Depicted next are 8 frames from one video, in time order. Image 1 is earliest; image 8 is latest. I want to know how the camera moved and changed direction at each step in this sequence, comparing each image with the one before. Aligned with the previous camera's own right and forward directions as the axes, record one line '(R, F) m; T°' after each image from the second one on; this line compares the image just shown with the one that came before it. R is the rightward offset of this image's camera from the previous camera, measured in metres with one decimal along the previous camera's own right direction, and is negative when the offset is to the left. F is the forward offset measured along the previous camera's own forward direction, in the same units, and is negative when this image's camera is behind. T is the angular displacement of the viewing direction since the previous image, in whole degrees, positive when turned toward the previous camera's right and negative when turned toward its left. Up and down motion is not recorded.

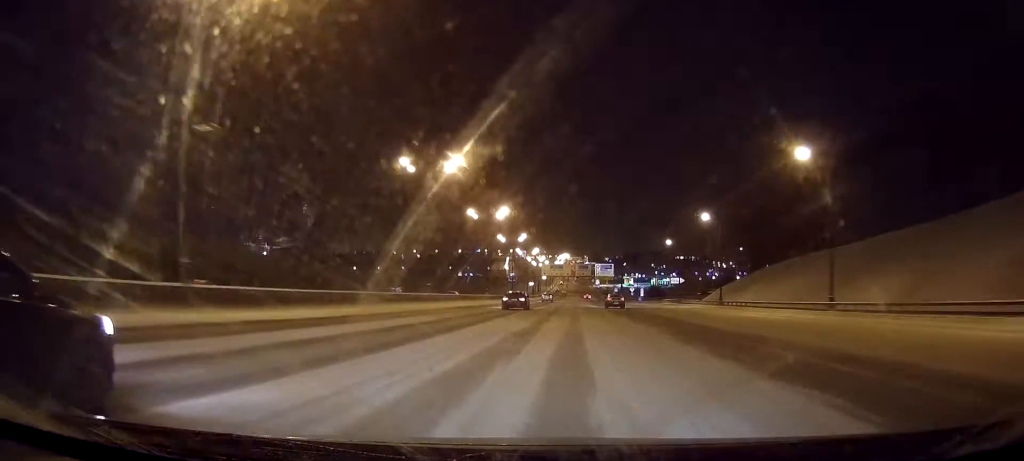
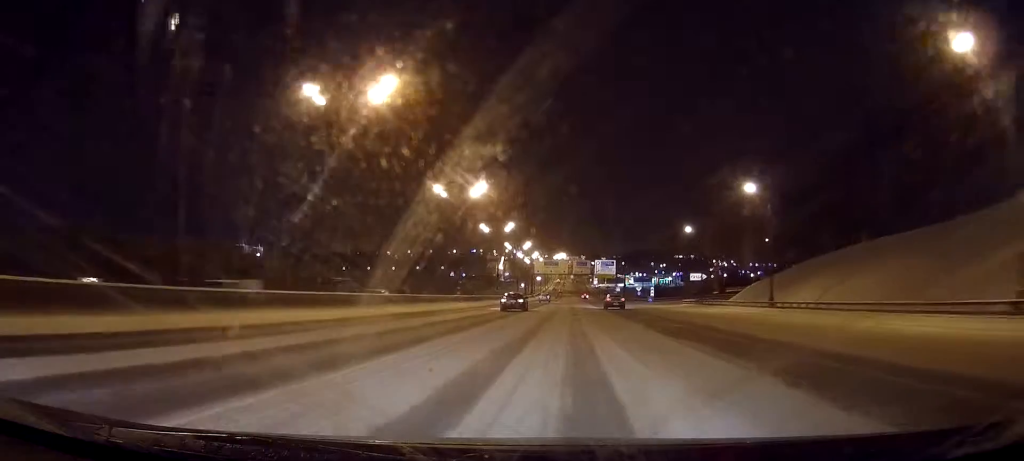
(-0.1, +22.8) m; 0°
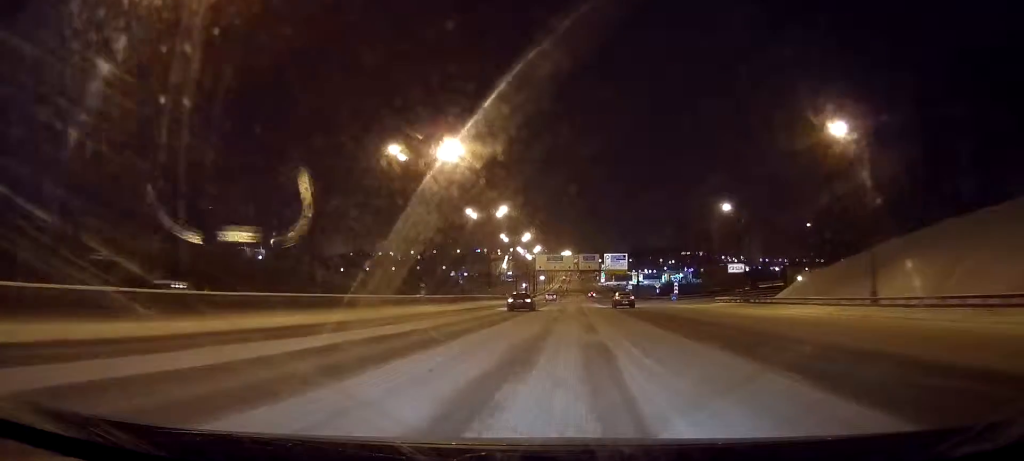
(+0.1, +21.3) m; 0°
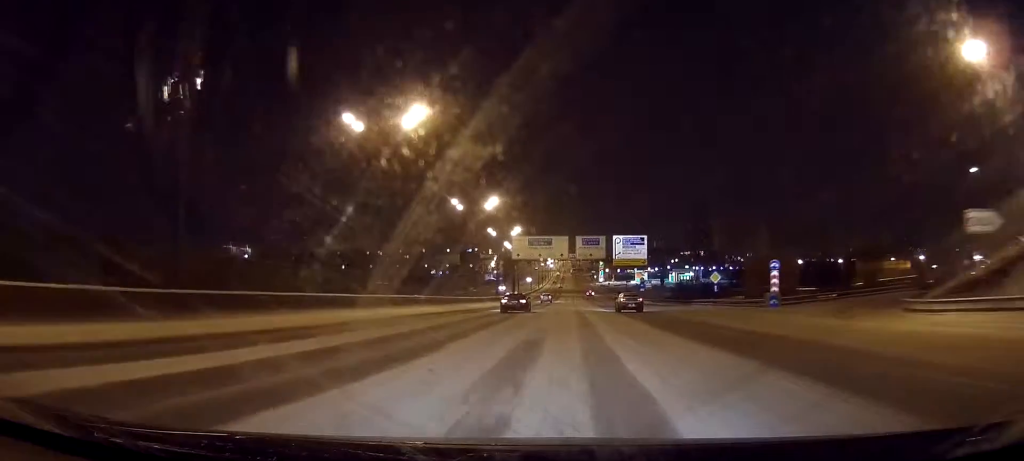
(-0.3, +52.2) m; -1°
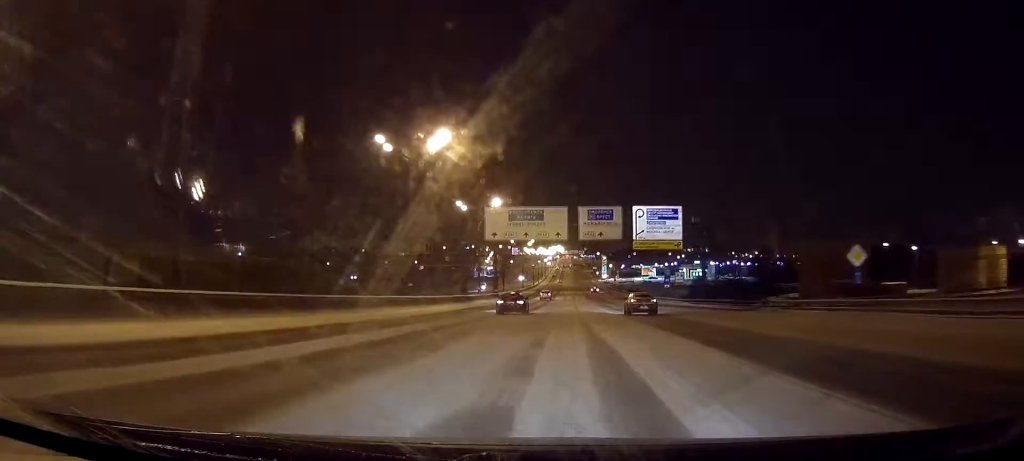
(0.0, +34.7) m; +1°
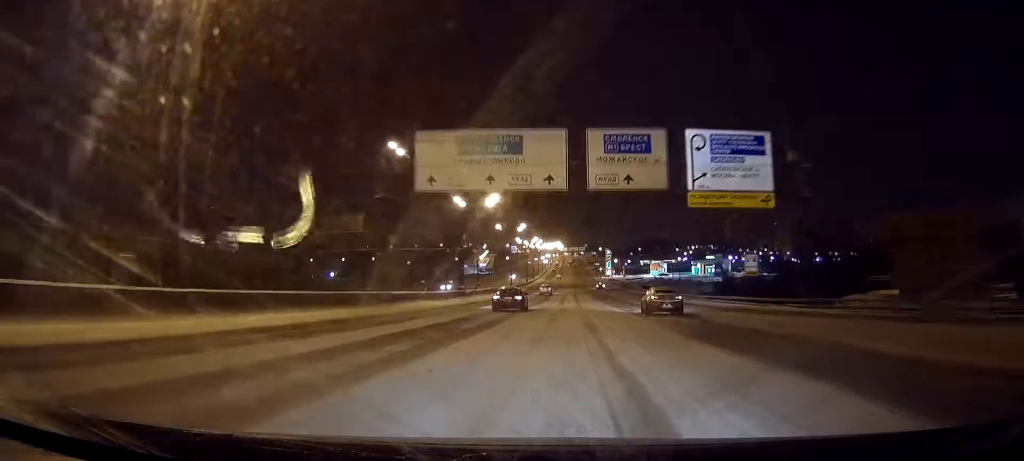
(+0.4, +34.5) m; +1°
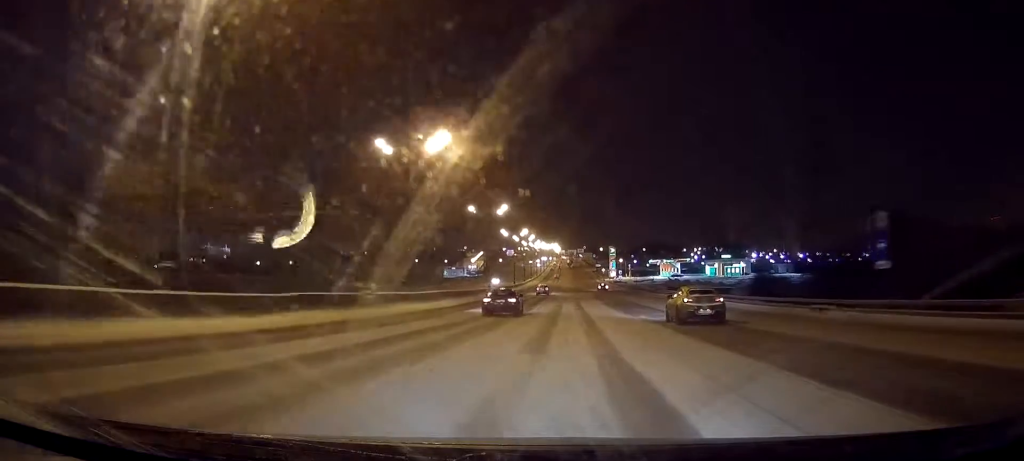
(-0.1, +36.1) m; 0°
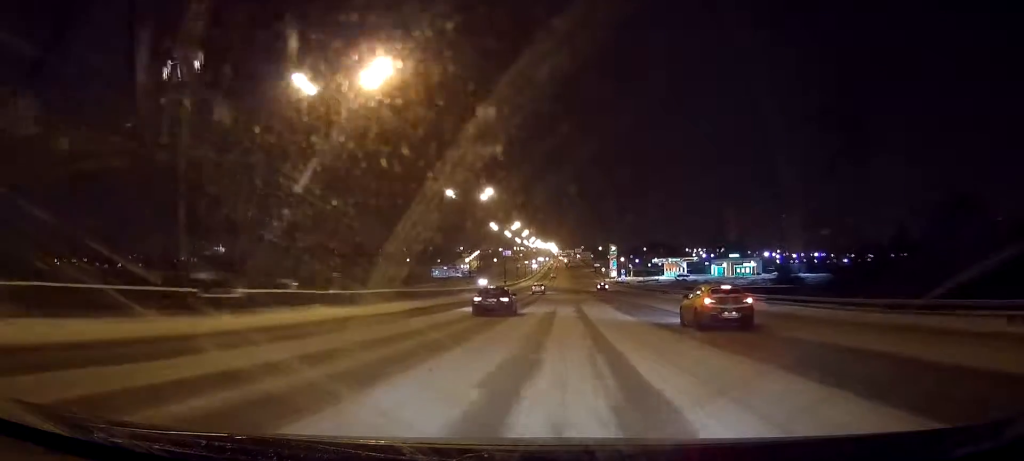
(0.0, +16.8) m; 0°
